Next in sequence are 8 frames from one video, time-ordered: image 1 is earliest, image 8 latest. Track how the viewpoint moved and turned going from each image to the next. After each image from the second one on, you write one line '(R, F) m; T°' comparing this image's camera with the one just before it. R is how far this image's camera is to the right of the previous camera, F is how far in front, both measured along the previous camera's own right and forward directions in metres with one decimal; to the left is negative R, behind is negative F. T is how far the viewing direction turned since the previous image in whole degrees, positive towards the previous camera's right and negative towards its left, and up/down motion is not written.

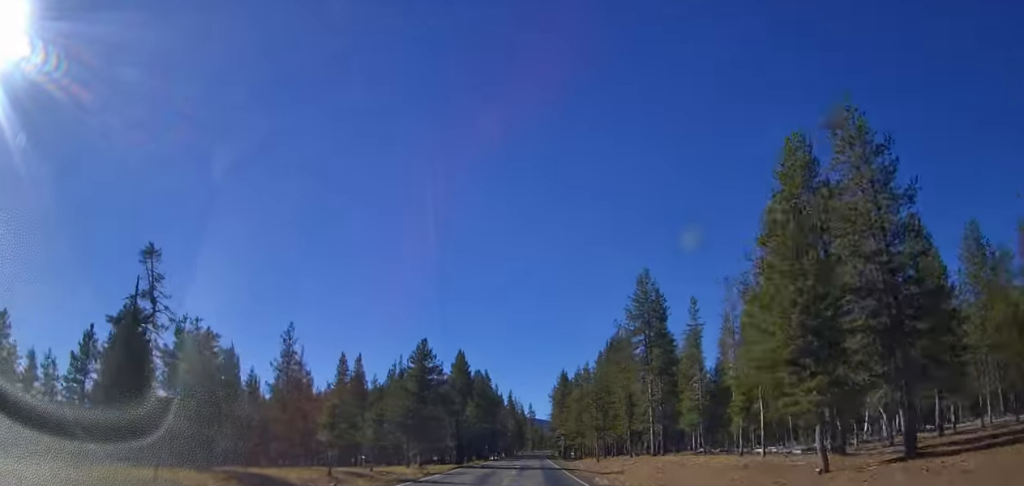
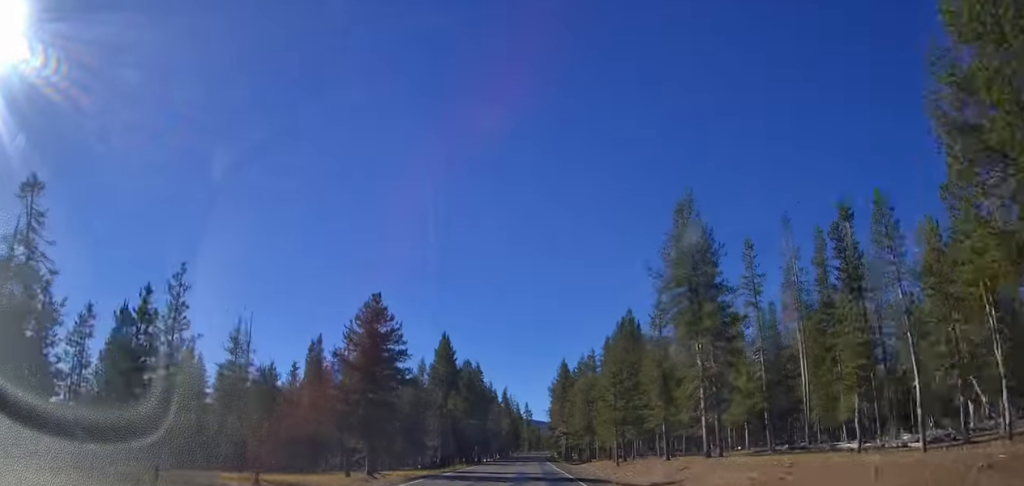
(-0.1, +15.3) m; 0°
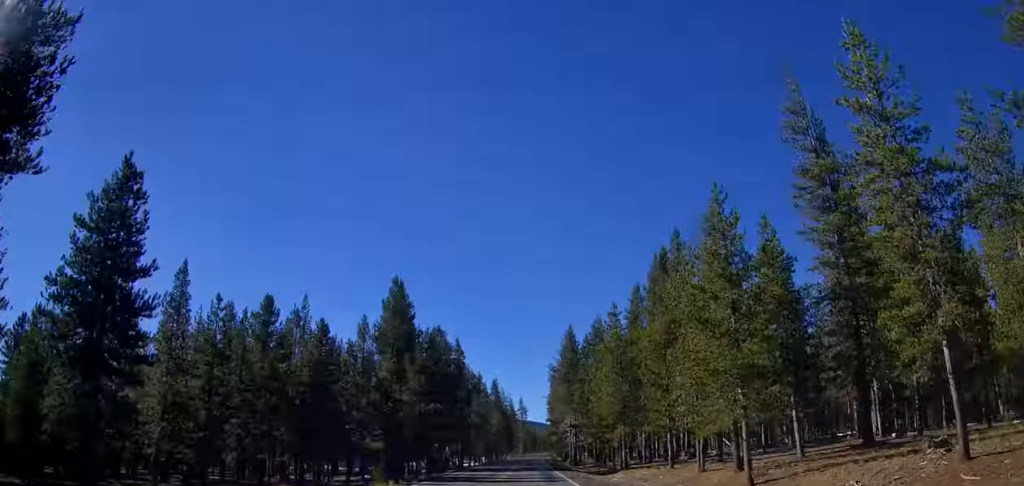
(-0.1, +29.9) m; +1°
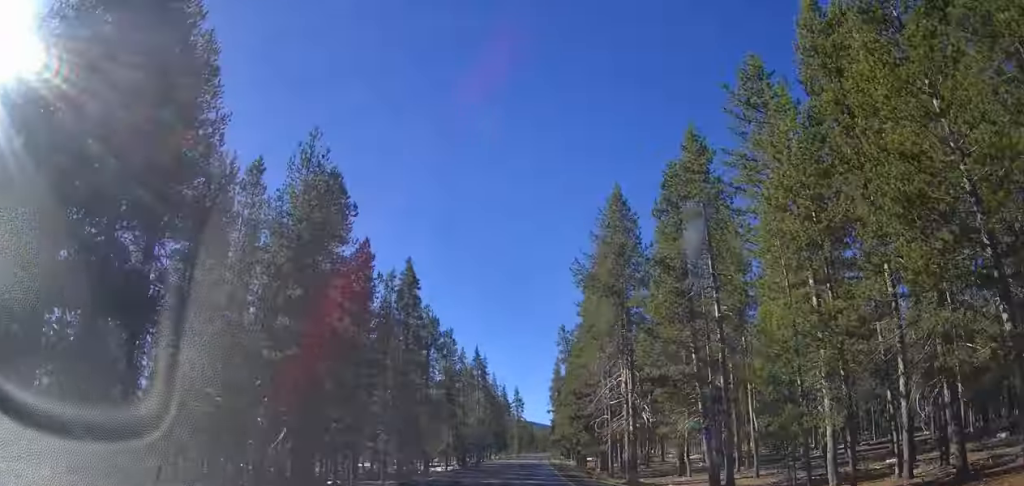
(+0.8, +47.6) m; +1°
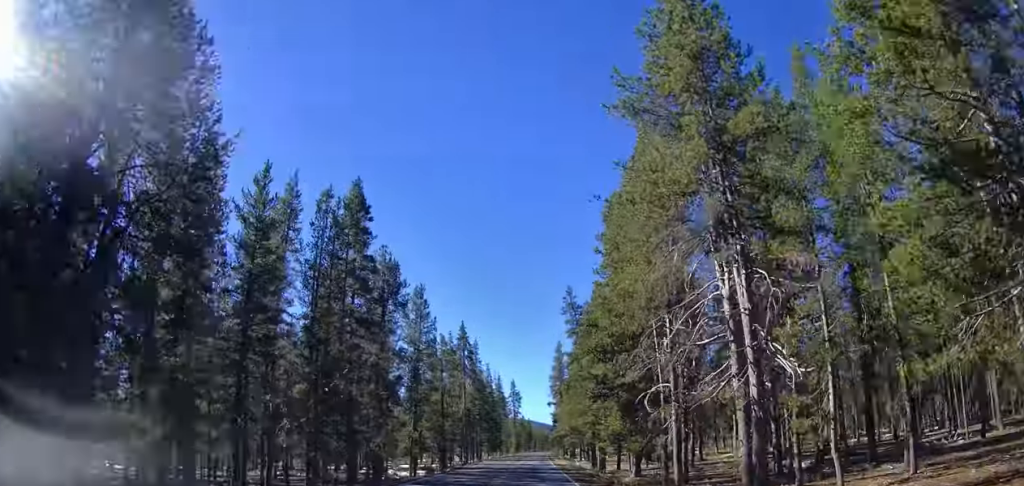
(-0.1, +19.6) m; -1°
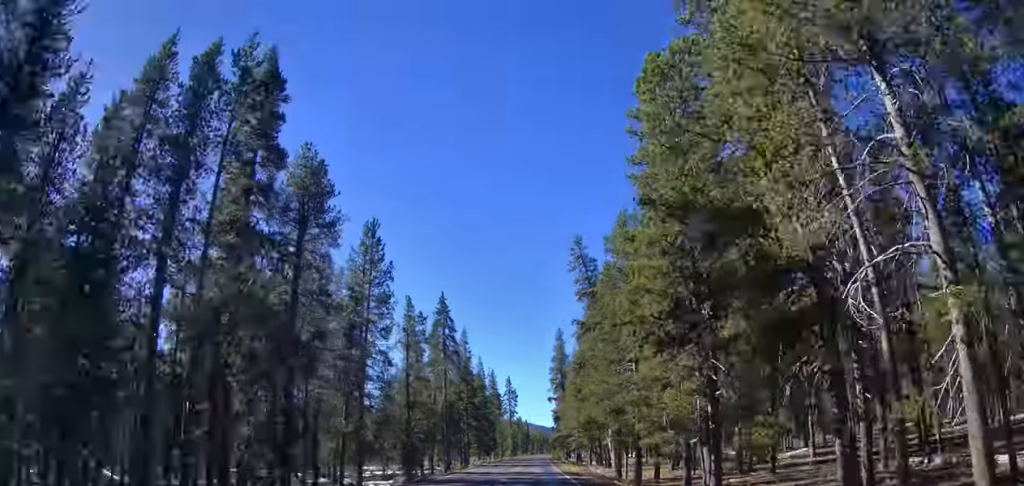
(-0.1, +17.3) m; 0°
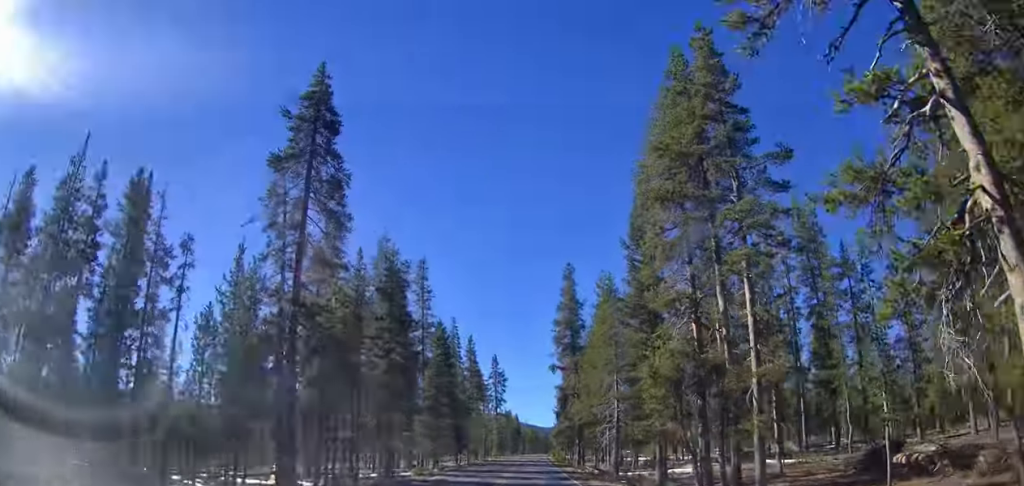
(0.0, +40.0) m; +1°
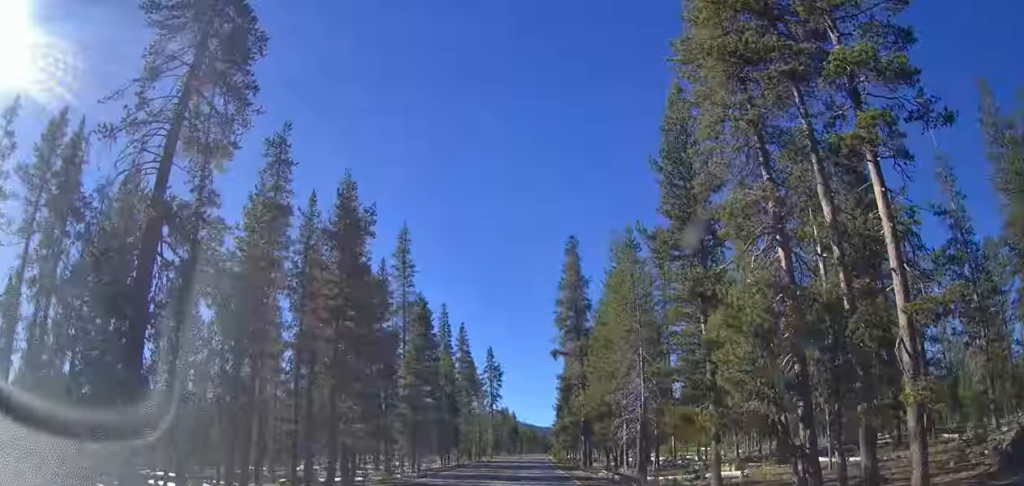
(0.0, +9.4) m; +1°
